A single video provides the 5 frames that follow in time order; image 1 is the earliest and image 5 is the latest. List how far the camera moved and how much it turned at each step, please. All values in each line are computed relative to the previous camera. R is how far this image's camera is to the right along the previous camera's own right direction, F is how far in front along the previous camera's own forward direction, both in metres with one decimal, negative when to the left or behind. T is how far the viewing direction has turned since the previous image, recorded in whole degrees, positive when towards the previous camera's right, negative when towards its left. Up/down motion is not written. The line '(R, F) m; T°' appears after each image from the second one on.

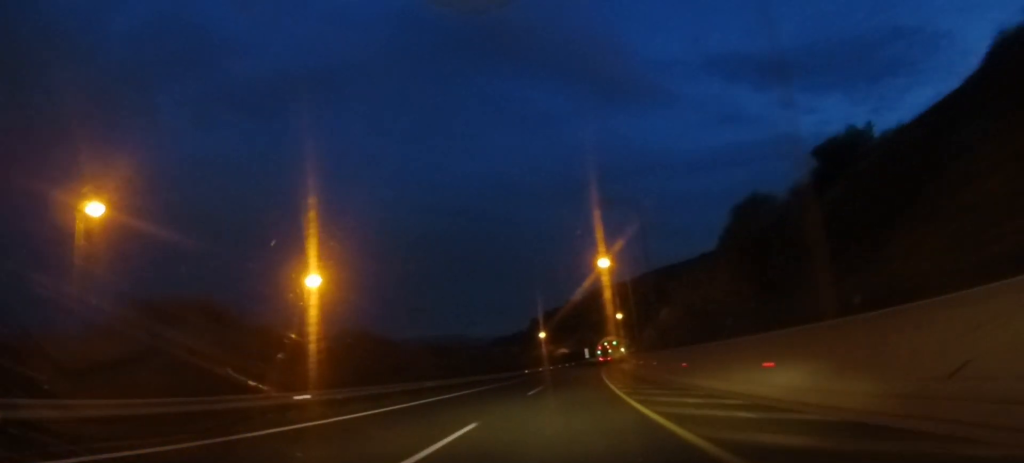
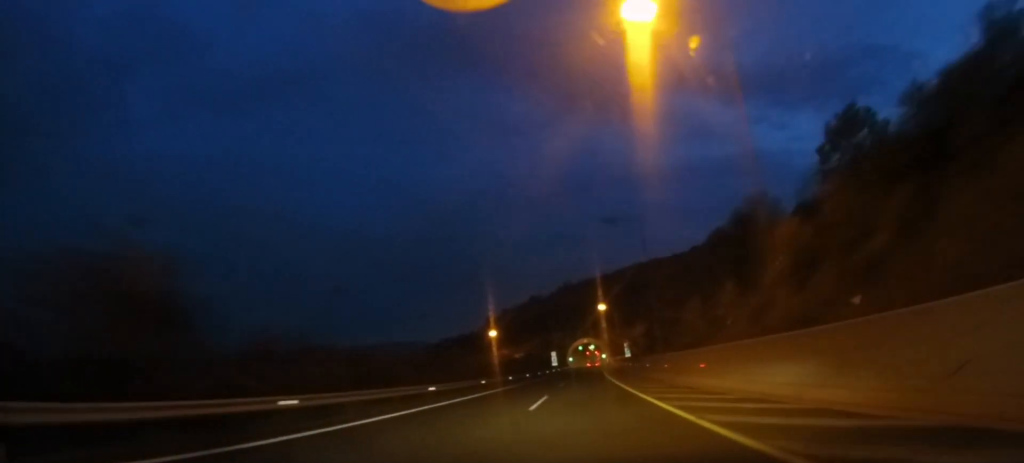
(+1.6, +60.8) m; +3°
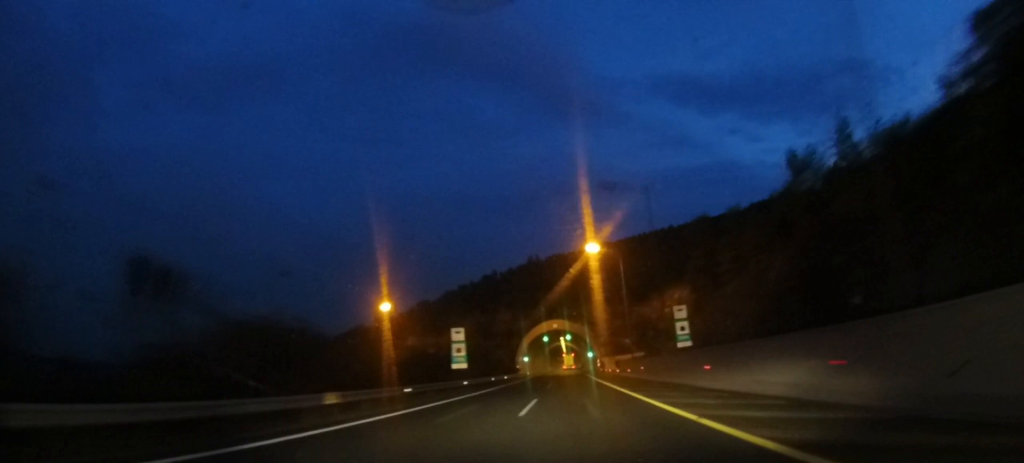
(+3.2, +74.2) m; +4°
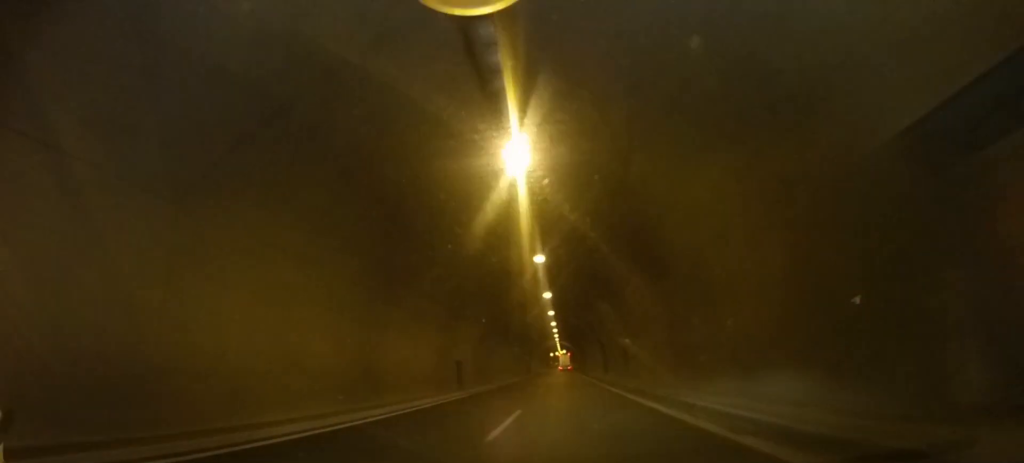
(+3.0, +116.0) m; +2°
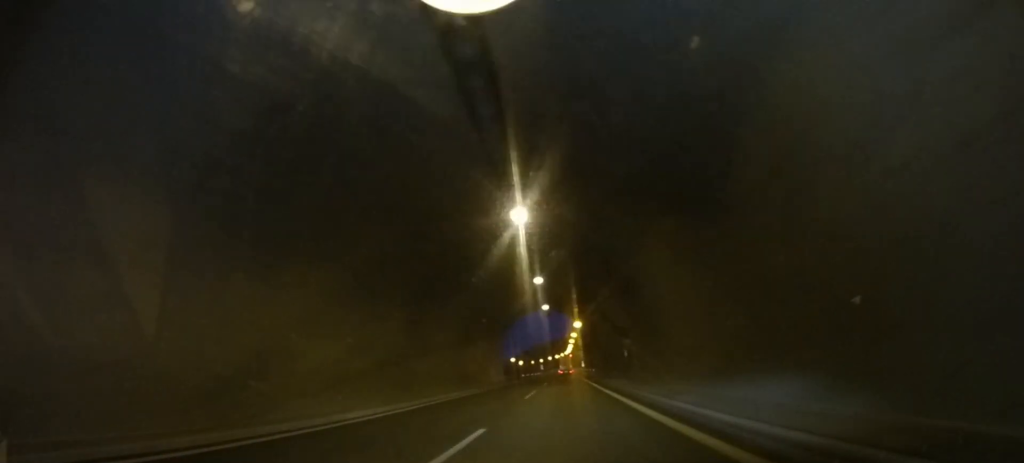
(+4.0, +155.8) m; -3°
